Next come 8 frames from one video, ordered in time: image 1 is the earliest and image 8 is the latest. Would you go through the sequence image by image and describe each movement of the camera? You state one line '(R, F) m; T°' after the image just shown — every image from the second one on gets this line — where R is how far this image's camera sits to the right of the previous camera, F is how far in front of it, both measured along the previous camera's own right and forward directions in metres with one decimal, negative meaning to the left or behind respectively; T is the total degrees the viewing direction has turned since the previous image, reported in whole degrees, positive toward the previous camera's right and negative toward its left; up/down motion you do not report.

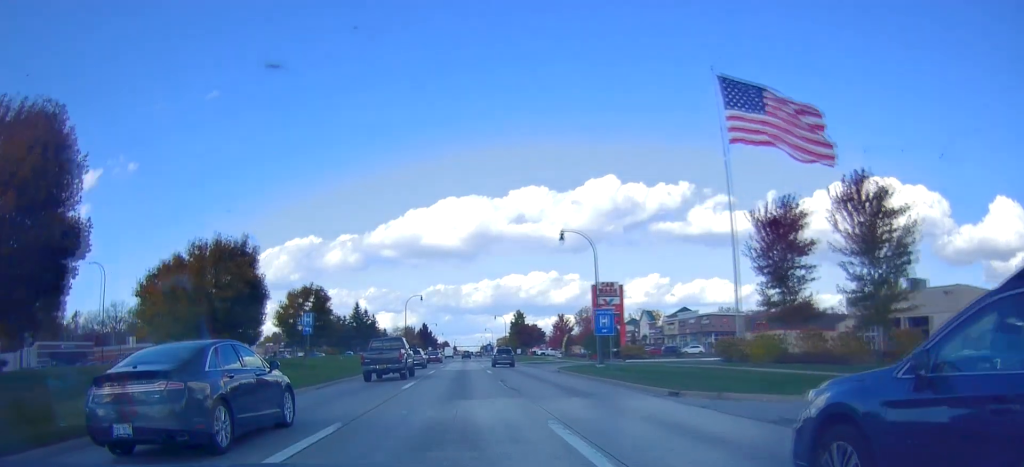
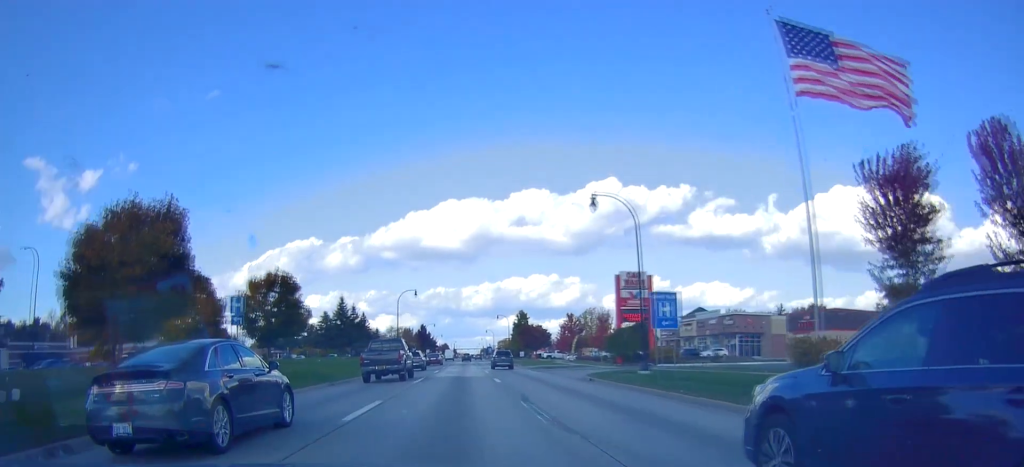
(+0.1, +10.0) m; -1°
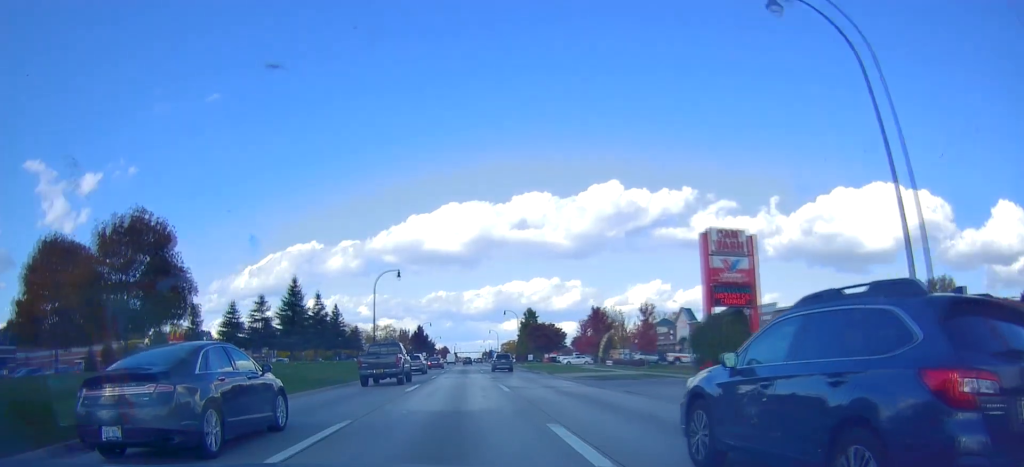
(-0.5, +19.9) m; +1°
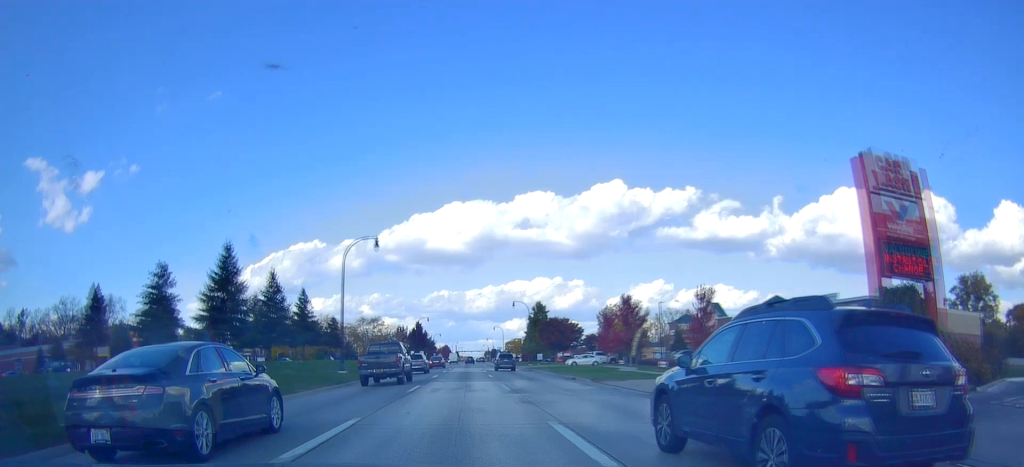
(+0.5, +15.2) m; +2°
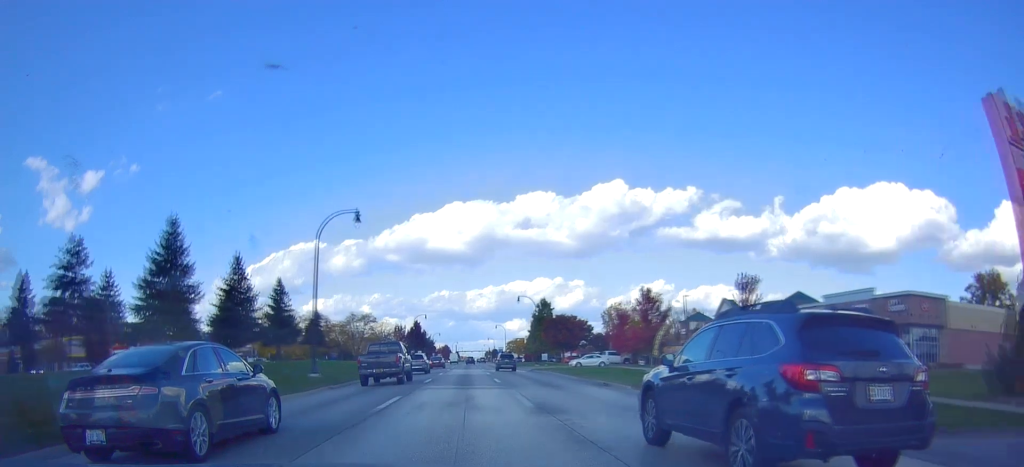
(0.0, +7.7) m; -1°
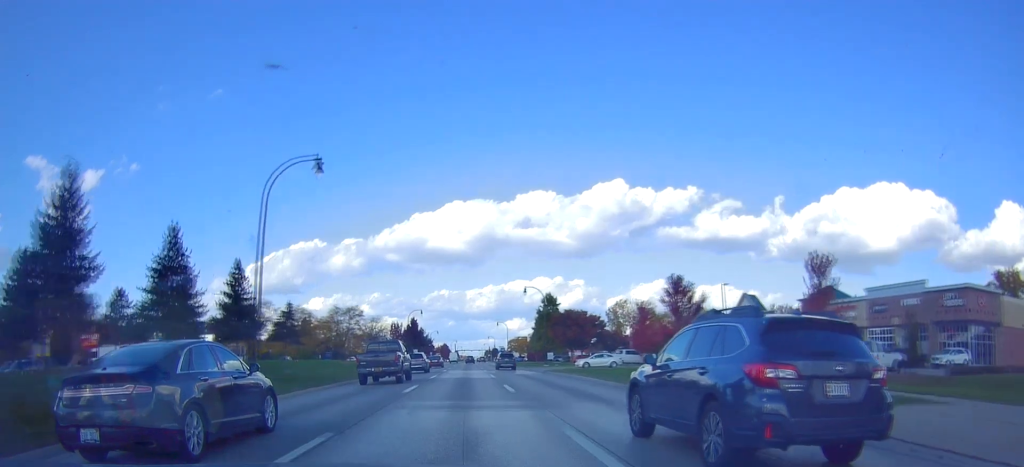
(0.0, +9.4) m; -1°
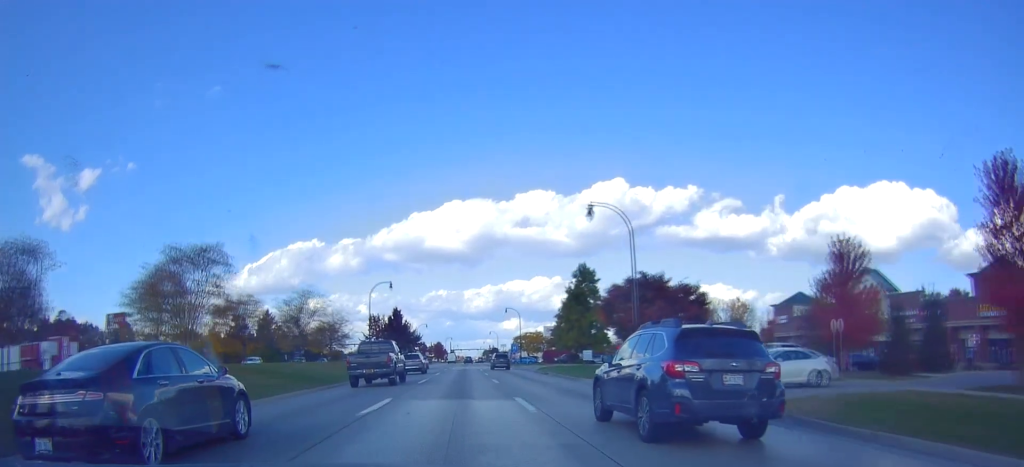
(-0.3, +37.8) m; -1°
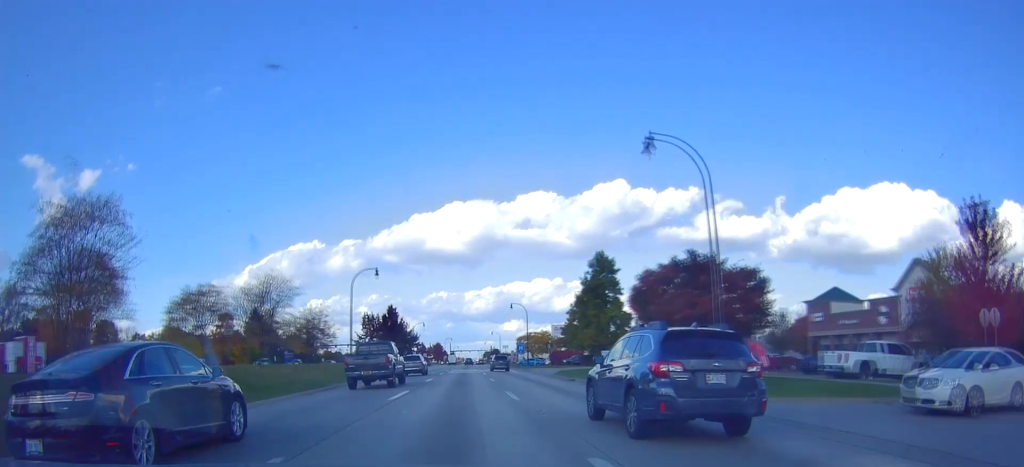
(-0.5, +10.4) m; 0°
